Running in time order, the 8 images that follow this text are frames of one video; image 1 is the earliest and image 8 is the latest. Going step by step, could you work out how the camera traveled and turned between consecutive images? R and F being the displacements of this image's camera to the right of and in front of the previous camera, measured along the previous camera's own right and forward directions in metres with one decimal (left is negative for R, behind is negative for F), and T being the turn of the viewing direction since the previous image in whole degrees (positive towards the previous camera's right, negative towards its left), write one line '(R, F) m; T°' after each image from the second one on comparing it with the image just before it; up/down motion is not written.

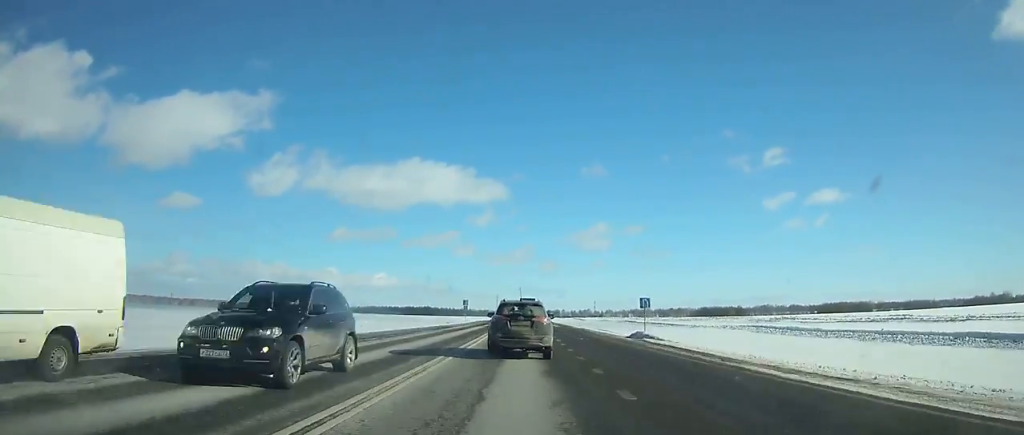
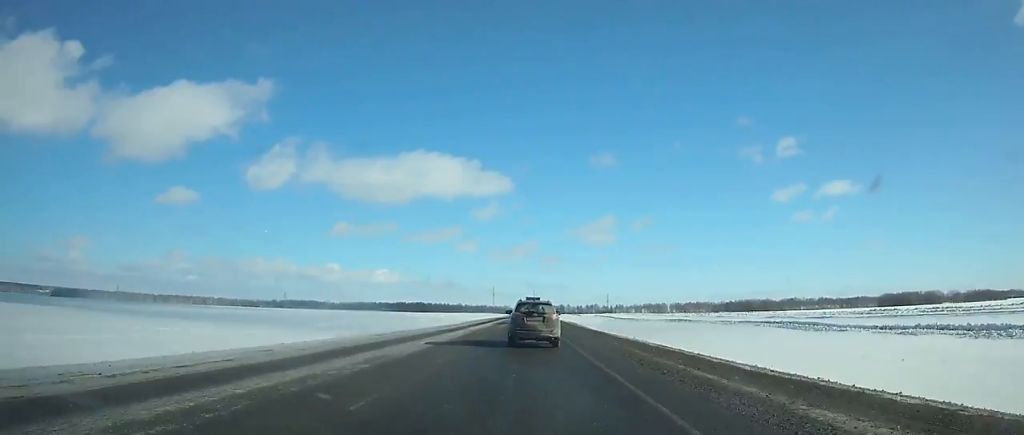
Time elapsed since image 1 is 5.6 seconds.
(-0.4, +125.8) m; 0°
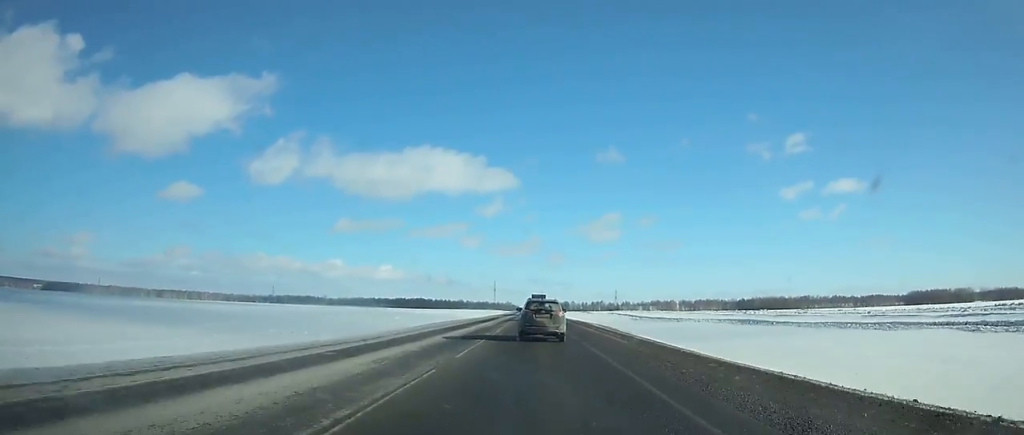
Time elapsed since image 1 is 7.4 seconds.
(0.0, +41.3) m; 0°
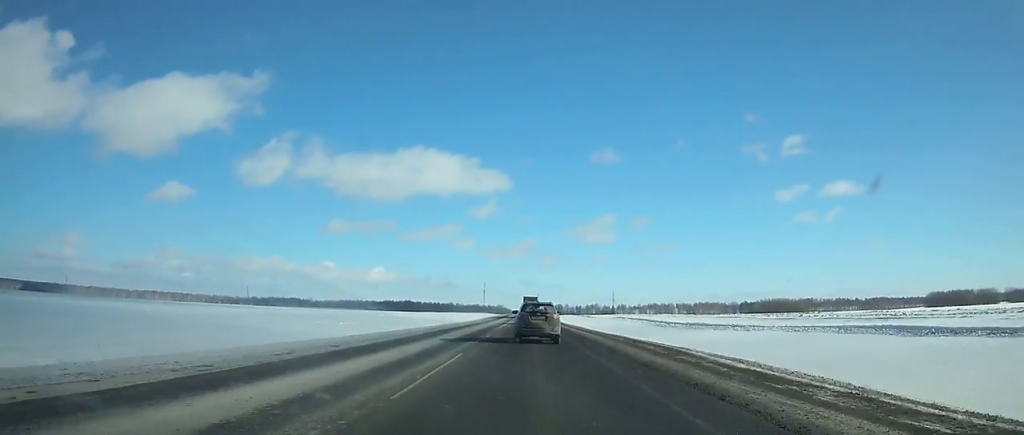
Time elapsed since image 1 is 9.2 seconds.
(+0.1, +42.2) m; 0°
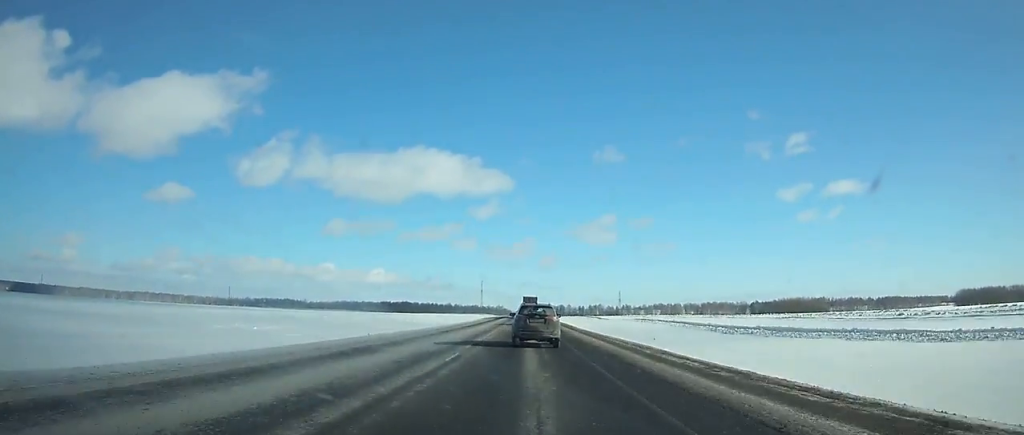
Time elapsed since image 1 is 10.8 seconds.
(+0.1, +37.8) m; 0°
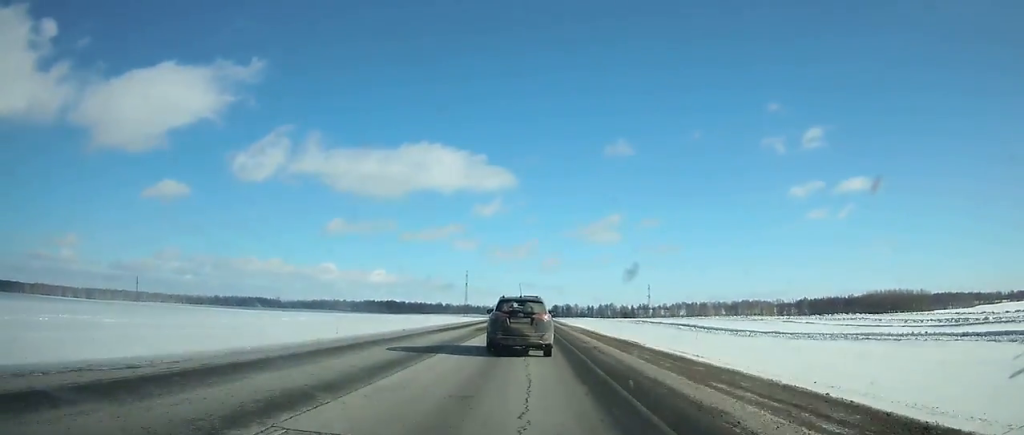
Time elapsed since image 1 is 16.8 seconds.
(+0.2, +141.7) m; 0°
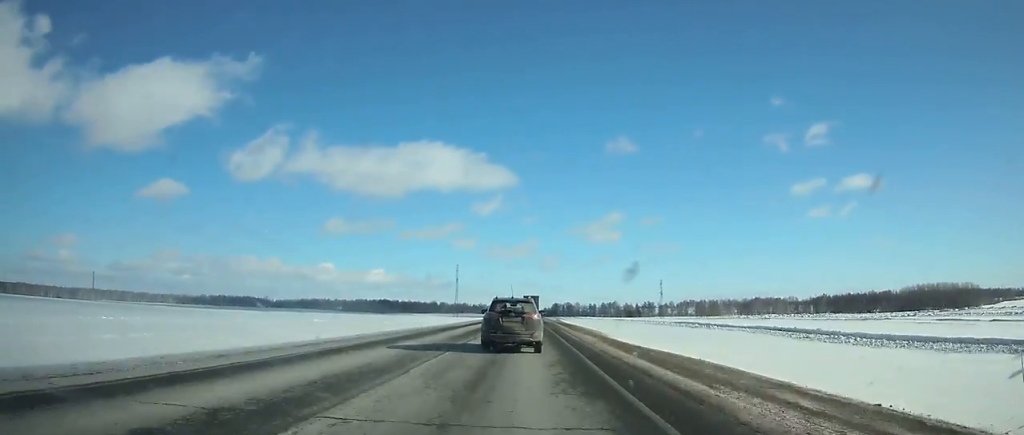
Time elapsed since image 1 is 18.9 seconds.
(+0.1, +48.9) m; 0°
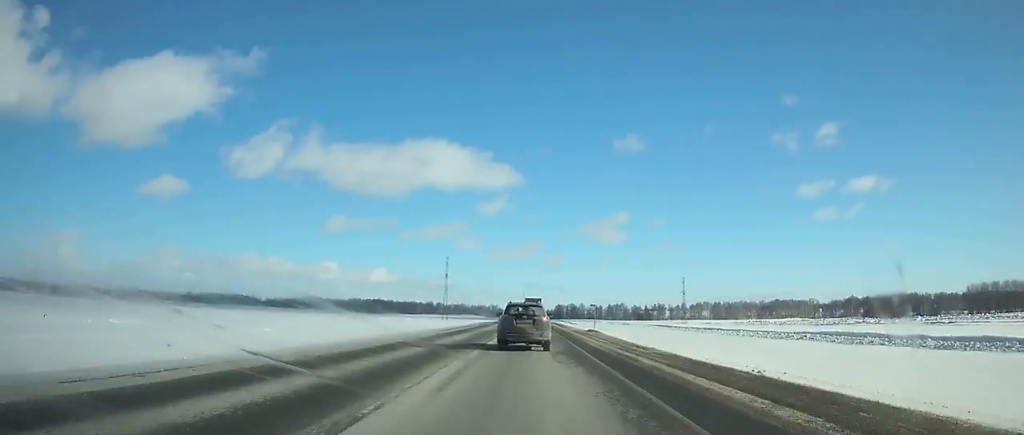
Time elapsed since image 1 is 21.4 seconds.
(-0.1, +57.6) m; 0°
